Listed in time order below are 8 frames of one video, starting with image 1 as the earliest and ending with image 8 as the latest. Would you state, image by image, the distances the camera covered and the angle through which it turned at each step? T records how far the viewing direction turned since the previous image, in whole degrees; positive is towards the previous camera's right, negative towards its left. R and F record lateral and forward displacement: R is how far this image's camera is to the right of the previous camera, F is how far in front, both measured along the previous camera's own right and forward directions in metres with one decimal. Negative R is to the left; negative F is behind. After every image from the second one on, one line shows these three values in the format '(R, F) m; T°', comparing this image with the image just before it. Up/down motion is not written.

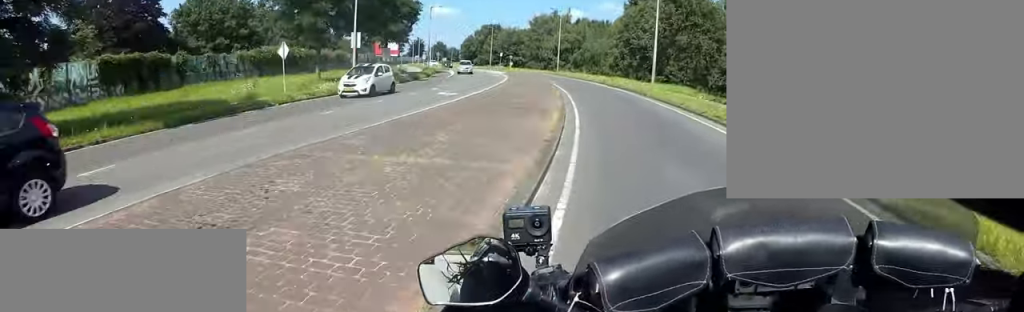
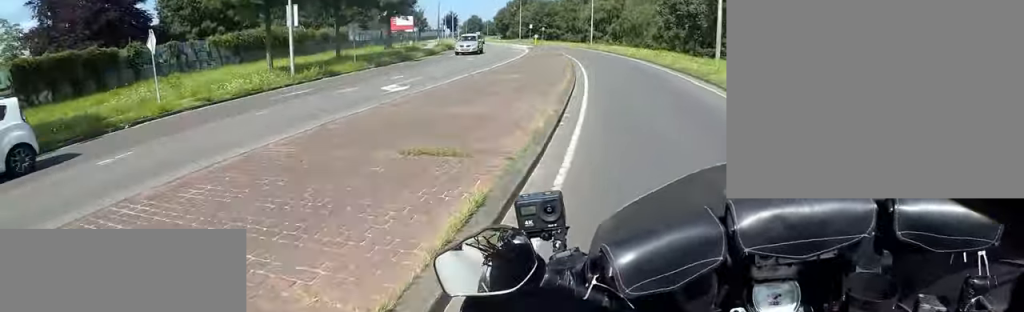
(-0.6, +8.2) m; -3°
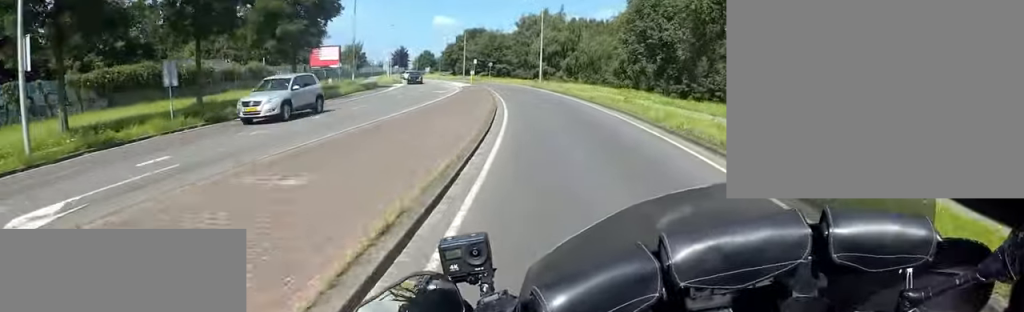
(+0.2, +9.2) m; +1°
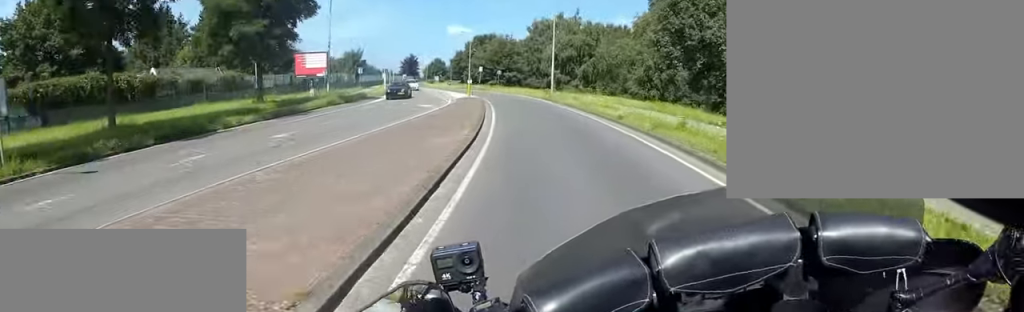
(0.0, +6.7) m; -3°
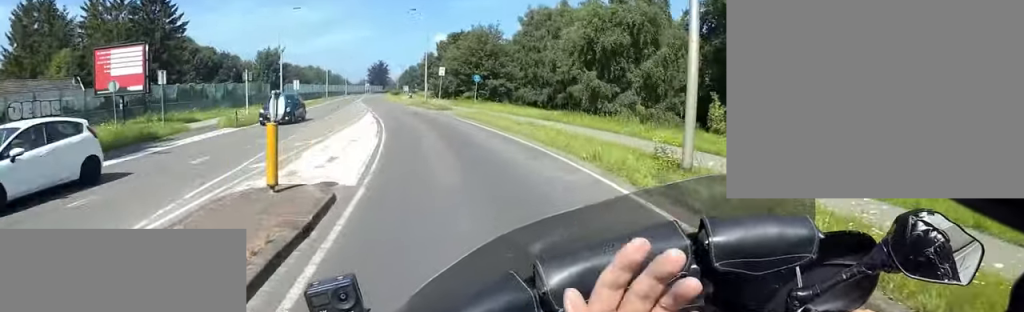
(-4.7, +25.9) m; -18°
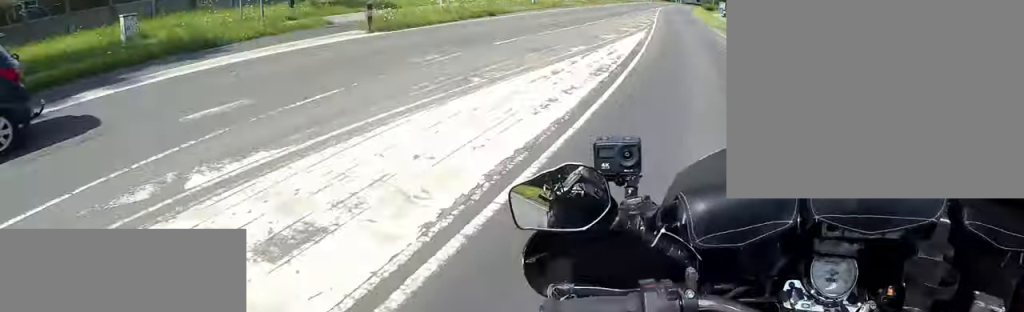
(-0.2, +12.5) m; -1°
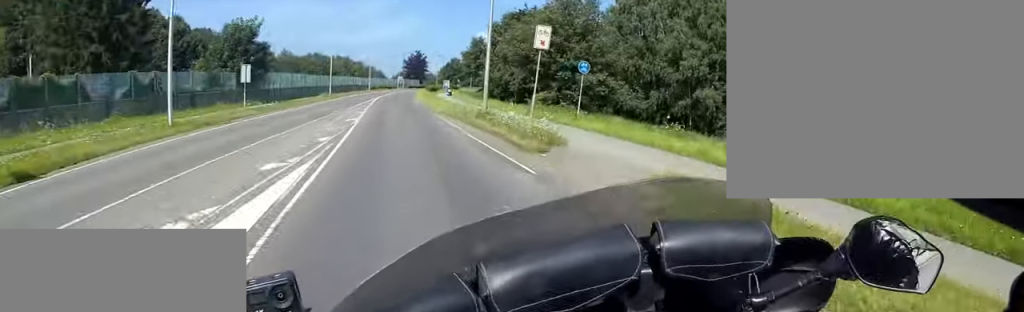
(0.0, +10.0) m; 0°
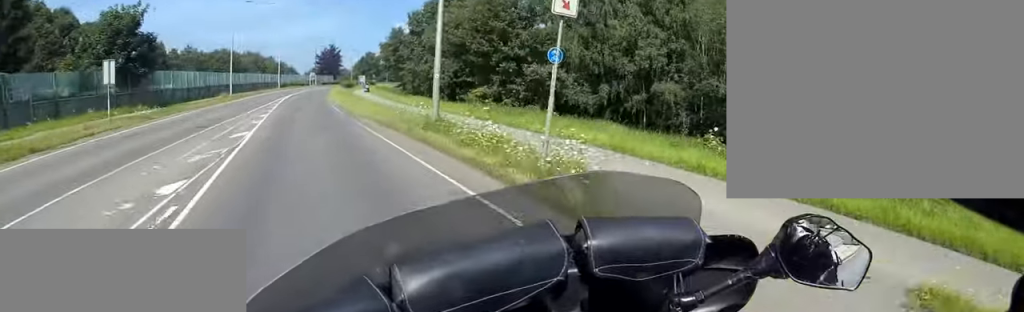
(0.0, +6.0) m; -1°
